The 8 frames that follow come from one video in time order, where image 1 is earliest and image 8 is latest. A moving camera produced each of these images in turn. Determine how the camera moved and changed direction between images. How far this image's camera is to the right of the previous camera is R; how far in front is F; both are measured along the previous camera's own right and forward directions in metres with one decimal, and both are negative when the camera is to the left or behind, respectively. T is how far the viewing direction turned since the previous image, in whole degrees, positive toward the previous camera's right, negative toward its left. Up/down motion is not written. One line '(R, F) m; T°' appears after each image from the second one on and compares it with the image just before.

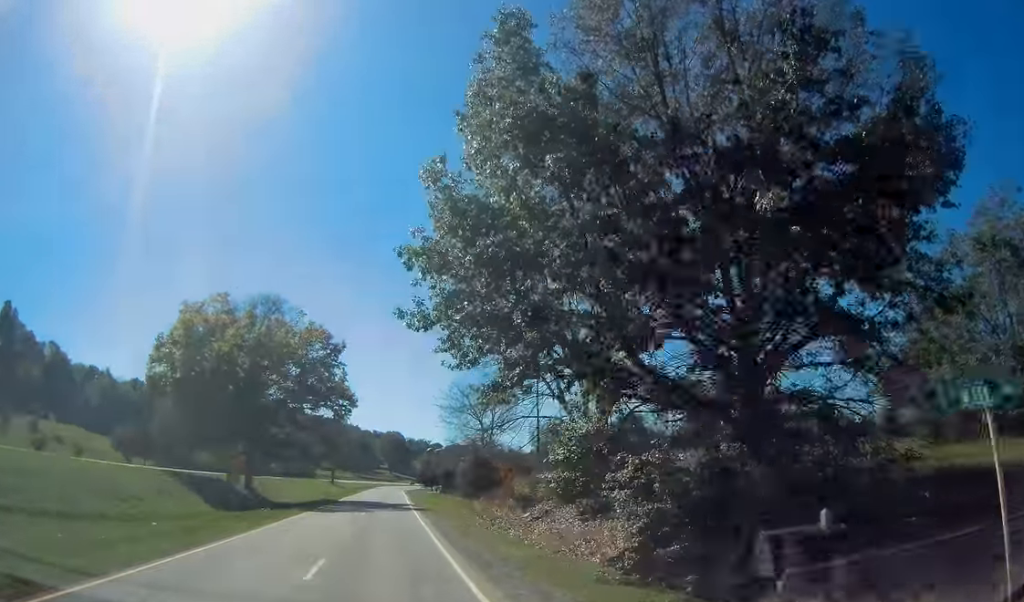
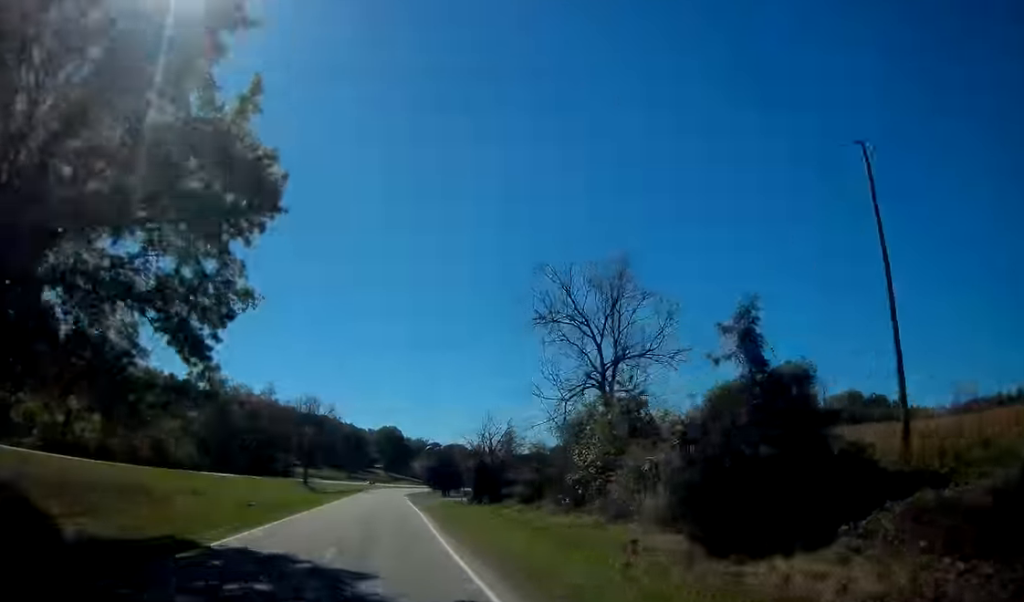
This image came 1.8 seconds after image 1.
(+0.3, +44.8) m; 0°
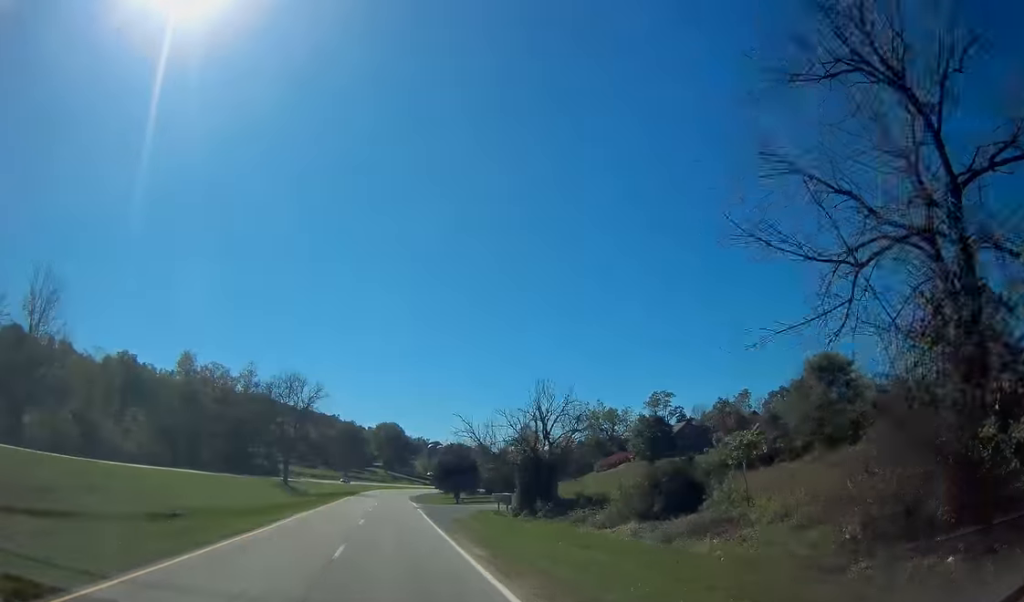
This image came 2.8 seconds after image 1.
(-0.3, +24.0) m; 0°
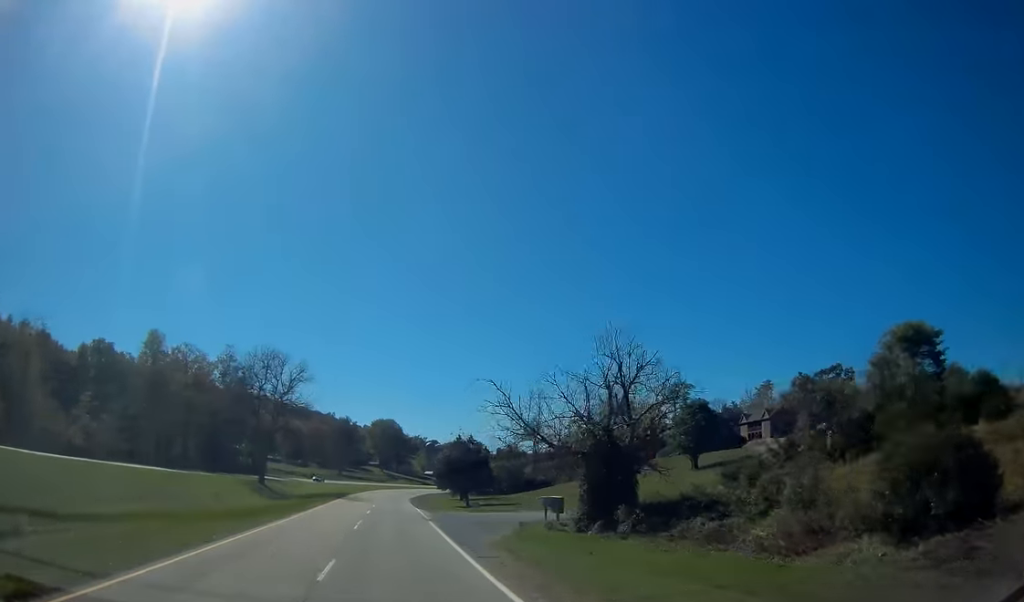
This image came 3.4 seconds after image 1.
(+0.2, +15.7) m; 0°
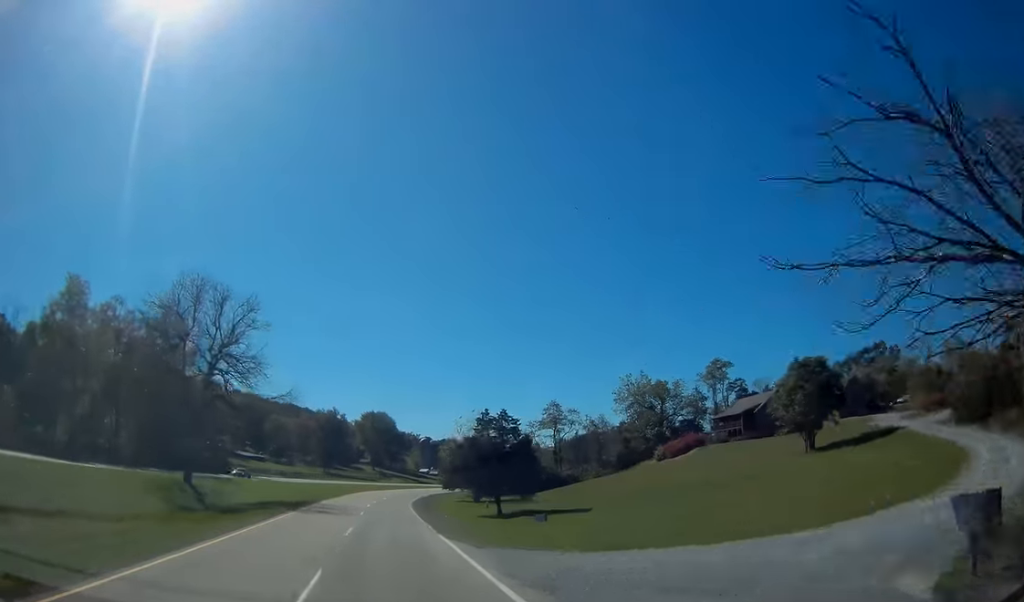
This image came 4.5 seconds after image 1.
(-0.1, +27.3) m; 0°
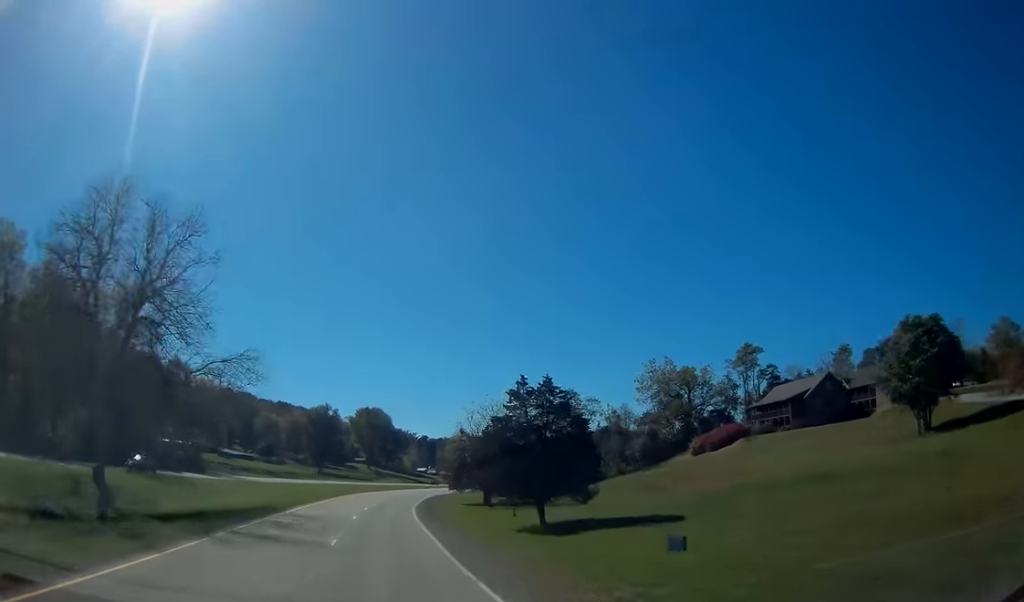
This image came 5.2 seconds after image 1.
(+0.1, +16.5) m; 0°
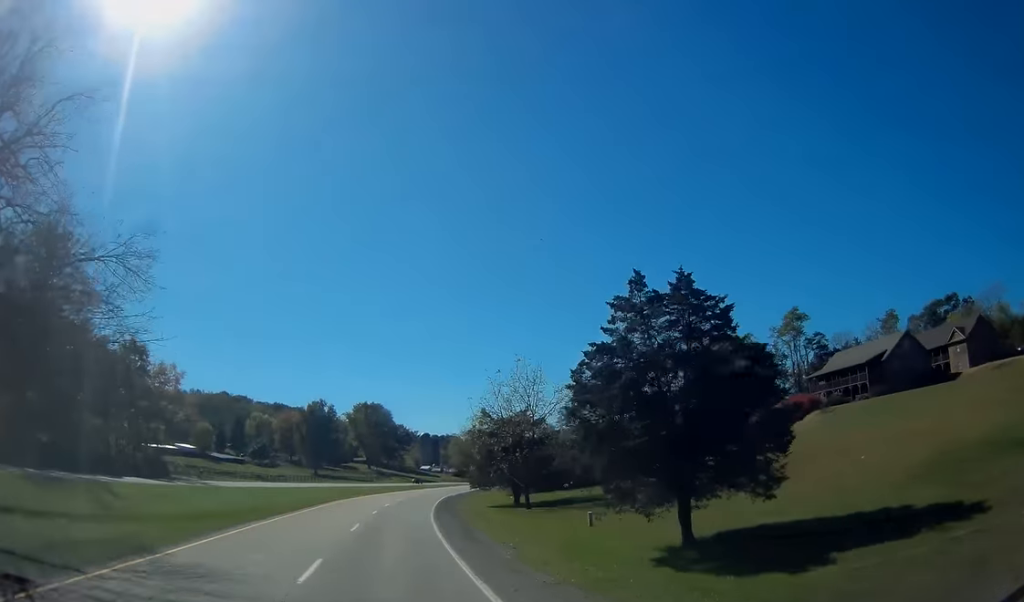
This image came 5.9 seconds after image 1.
(+0.2, +19.0) m; +1°
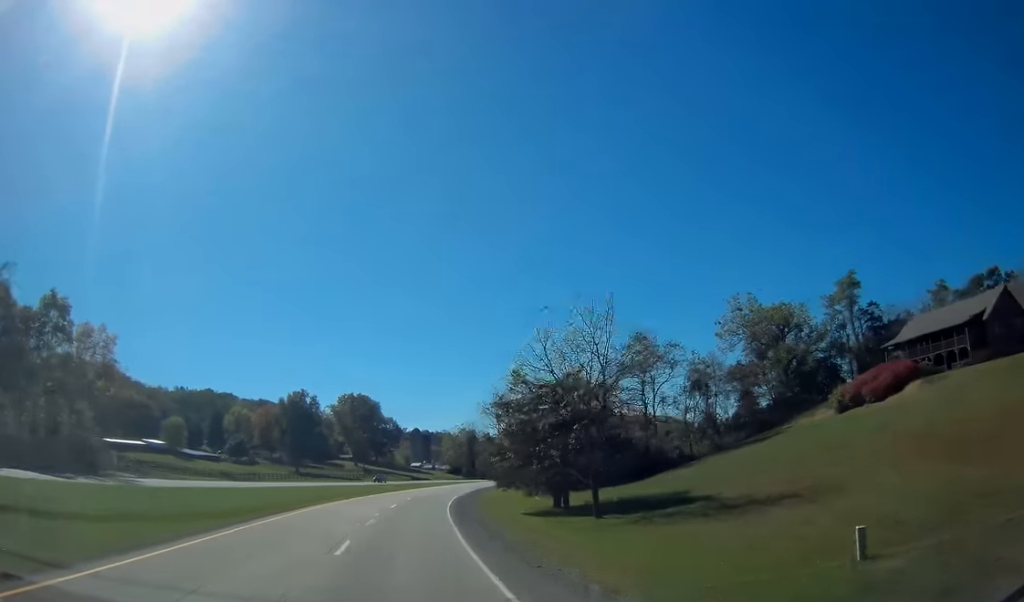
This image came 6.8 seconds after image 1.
(0.0, +20.6) m; 0°
